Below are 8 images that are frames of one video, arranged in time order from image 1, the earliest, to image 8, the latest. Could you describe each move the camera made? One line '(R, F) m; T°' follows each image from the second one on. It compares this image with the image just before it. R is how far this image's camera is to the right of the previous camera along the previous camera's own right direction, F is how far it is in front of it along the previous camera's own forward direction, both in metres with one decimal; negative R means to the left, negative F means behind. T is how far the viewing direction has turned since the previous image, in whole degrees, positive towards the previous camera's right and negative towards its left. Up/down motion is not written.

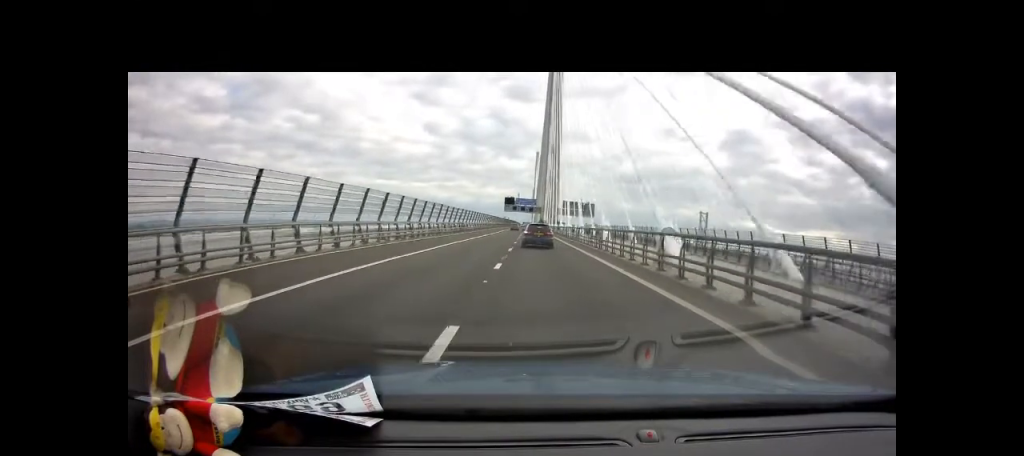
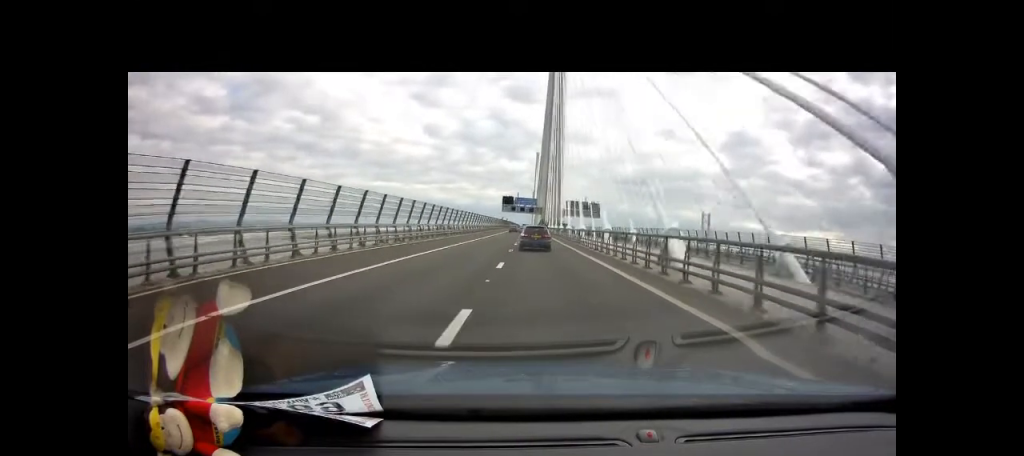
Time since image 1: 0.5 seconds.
(-0.1, +17.2) m; 0°
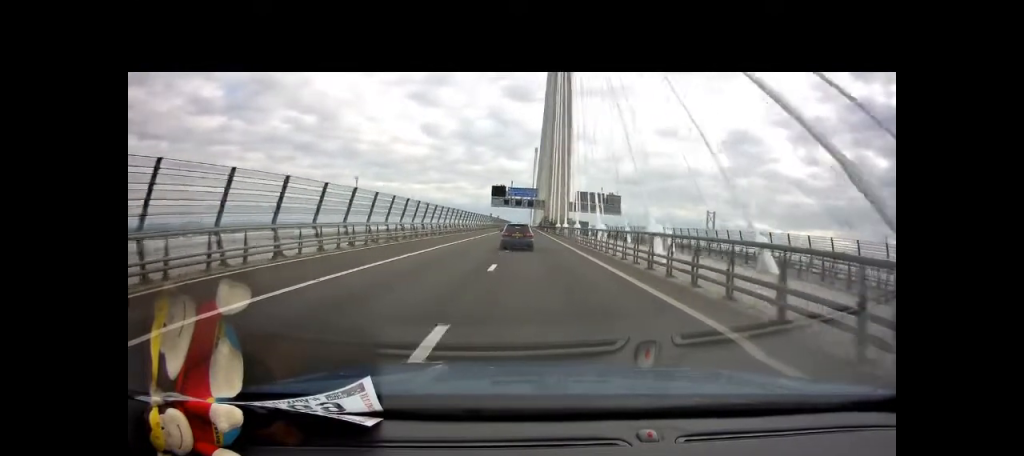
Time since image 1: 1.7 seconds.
(+0.1, +45.4) m; 0°
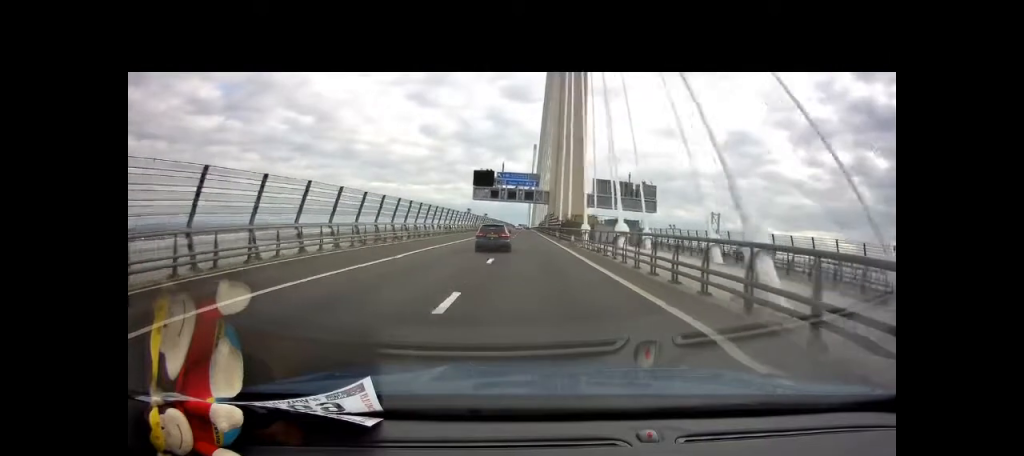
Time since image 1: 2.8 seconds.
(+0.1, +41.7) m; 0°
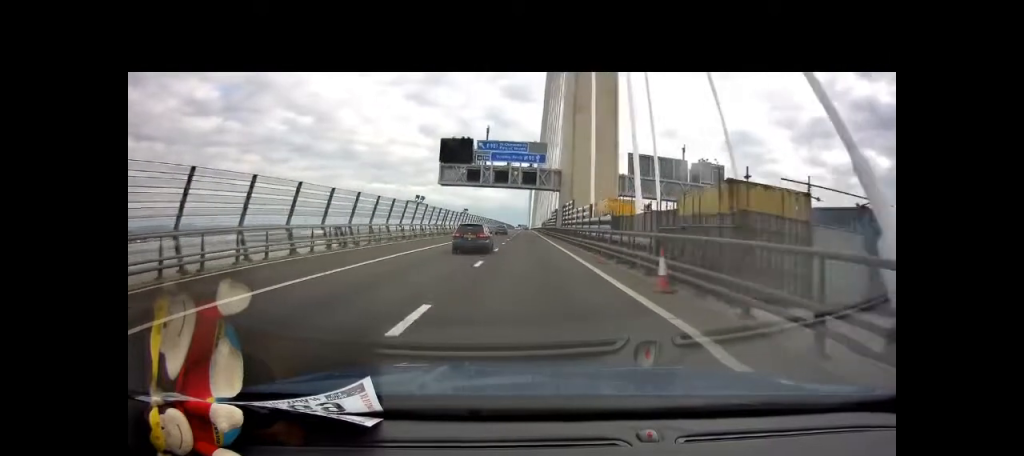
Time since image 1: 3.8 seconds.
(-0.1, +37.1) m; 0°
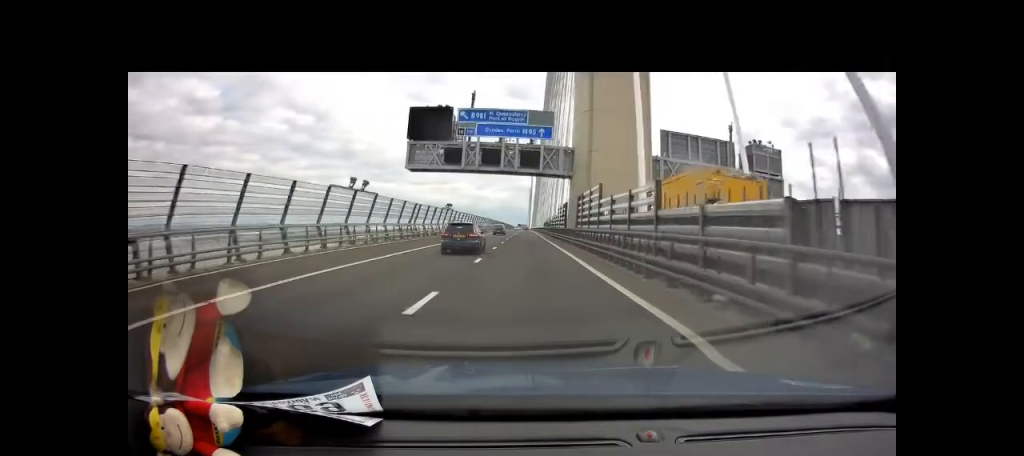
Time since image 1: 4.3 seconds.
(0.0, +16.1) m; 0°
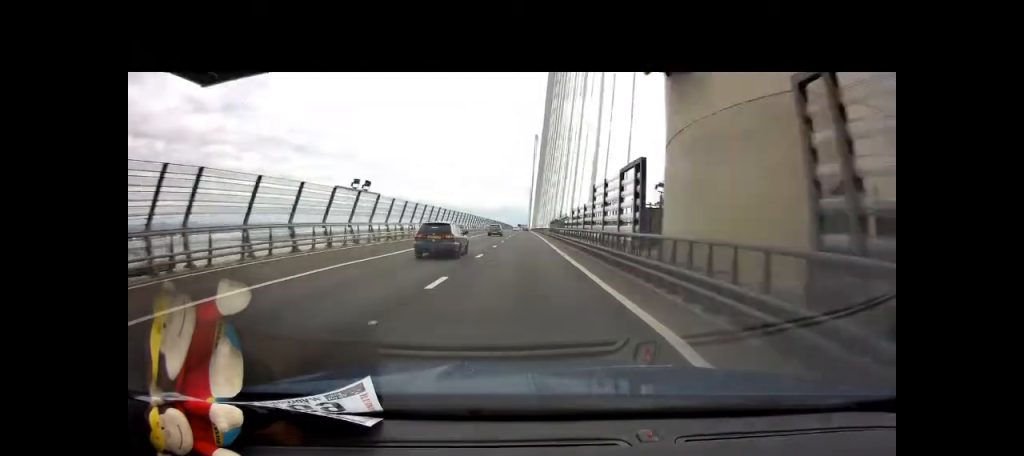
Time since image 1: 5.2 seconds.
(0.0, +33.5) m; 0°
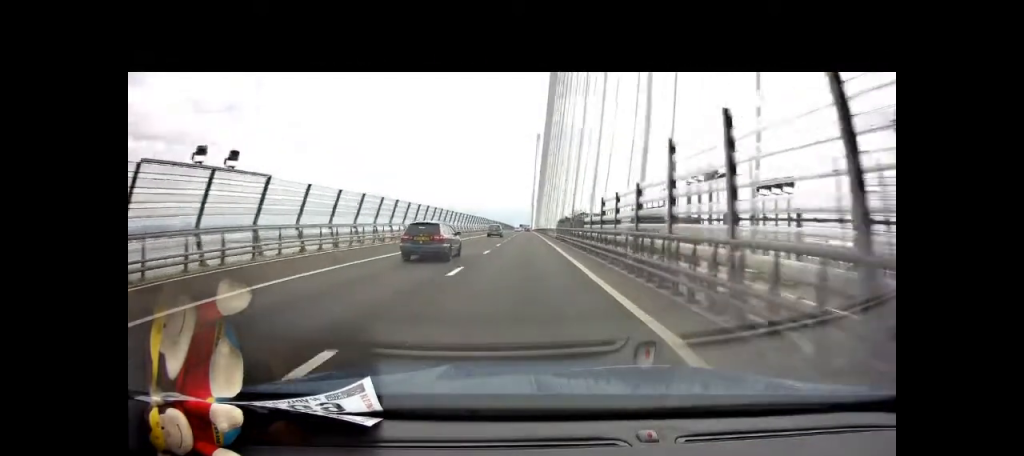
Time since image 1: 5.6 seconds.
(0.0, +16.1) m; 0°
